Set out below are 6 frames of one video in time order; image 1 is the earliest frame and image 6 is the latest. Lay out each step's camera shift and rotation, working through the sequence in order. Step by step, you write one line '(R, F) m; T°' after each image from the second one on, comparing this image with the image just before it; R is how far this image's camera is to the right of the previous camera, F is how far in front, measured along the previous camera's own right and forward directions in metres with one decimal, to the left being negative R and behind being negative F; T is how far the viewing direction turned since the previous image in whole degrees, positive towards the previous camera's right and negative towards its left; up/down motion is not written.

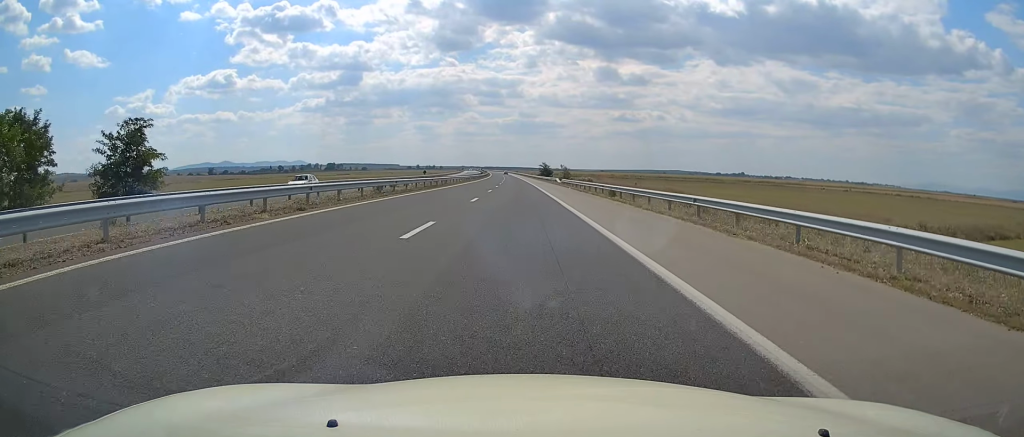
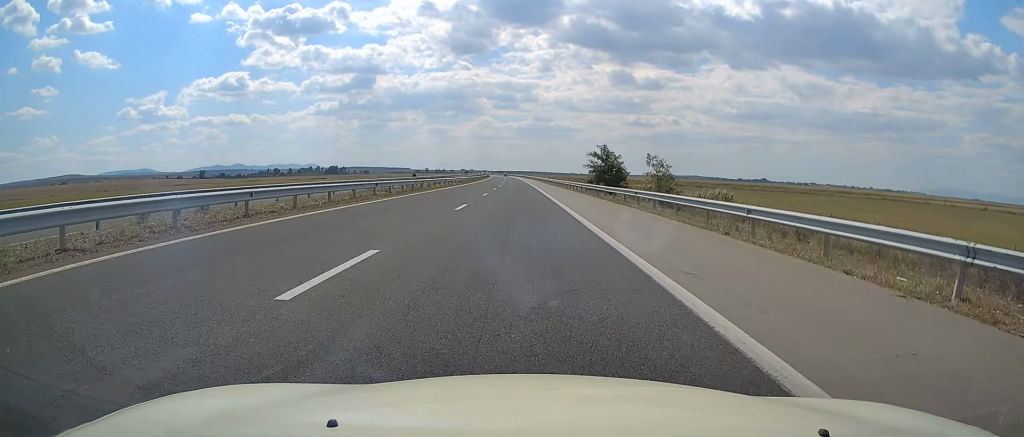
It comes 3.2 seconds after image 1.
(-2.2, +101.3) m; -2°
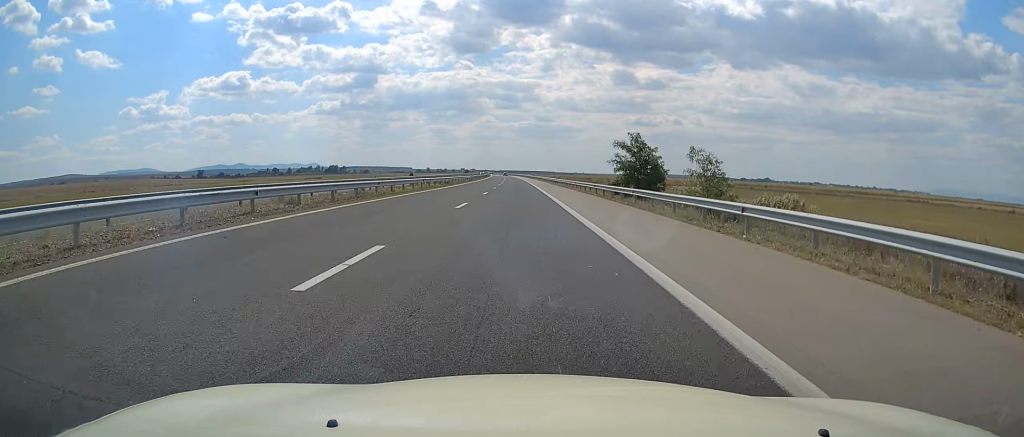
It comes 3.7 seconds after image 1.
(0.0, +15.5) m; 0°
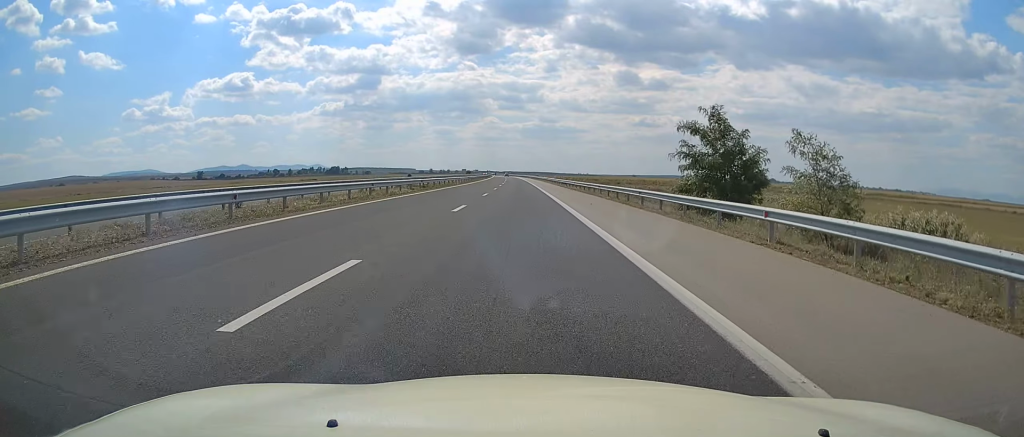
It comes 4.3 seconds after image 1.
(0.0, +17.6) m; 0°
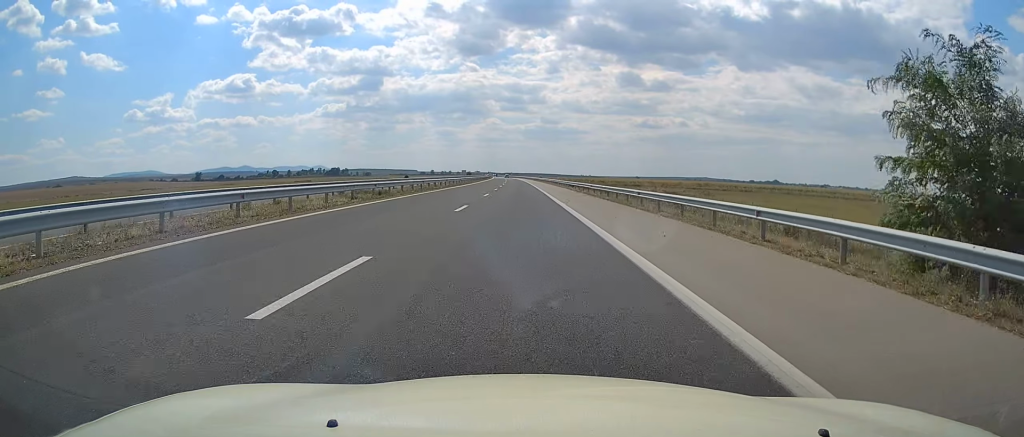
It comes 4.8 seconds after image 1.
(0.0, +15.5) m; 0°
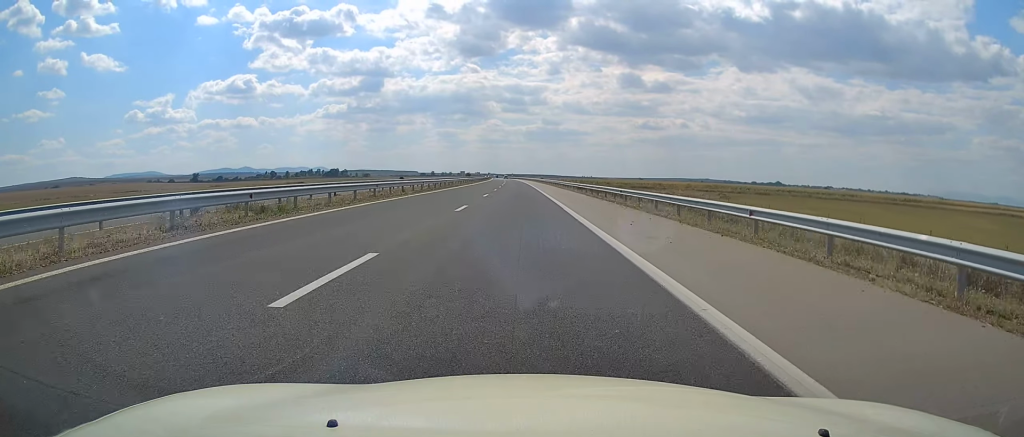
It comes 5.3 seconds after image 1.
(0.0, +15.5) m; 0°
